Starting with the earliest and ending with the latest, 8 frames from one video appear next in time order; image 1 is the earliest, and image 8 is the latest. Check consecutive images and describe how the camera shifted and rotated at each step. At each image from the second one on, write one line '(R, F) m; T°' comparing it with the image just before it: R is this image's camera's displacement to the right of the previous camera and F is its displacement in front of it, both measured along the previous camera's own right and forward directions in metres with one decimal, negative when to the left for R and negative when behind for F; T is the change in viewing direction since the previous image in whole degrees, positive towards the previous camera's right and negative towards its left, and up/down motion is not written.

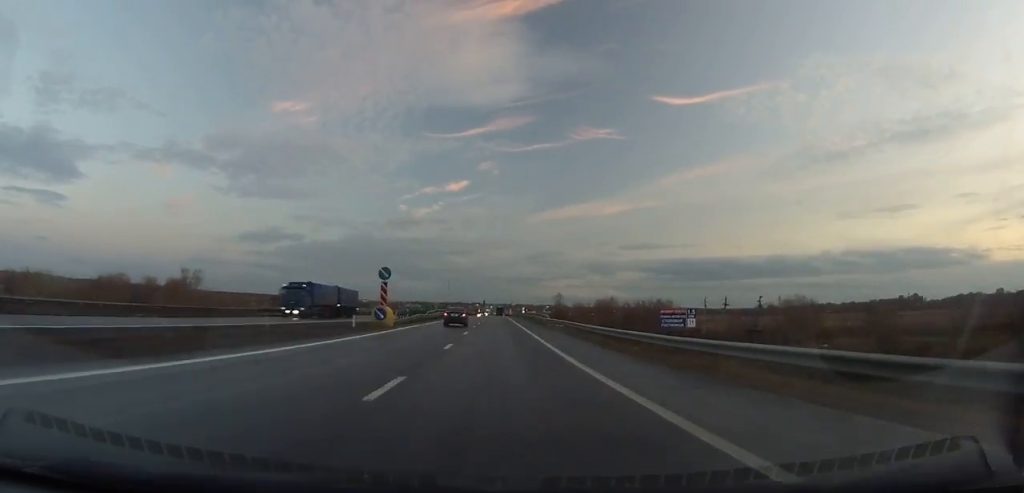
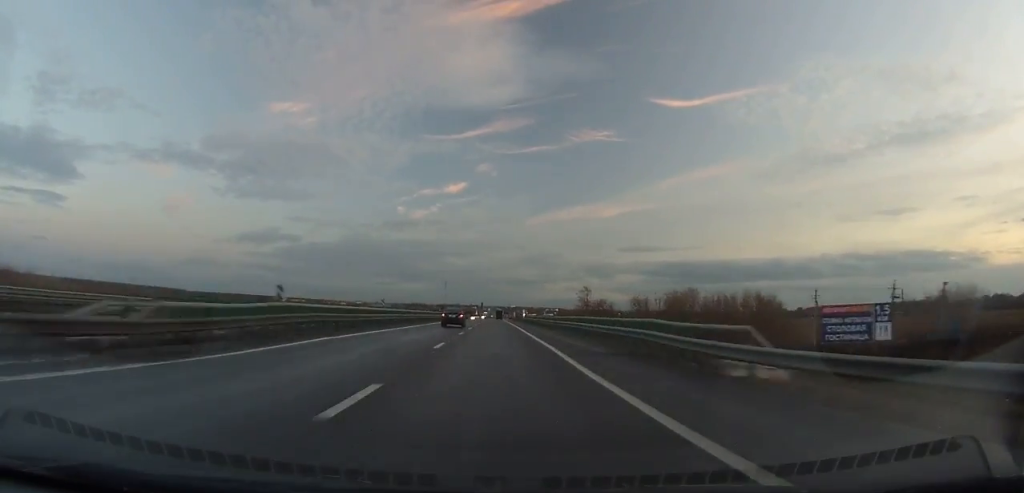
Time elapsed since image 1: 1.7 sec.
(0.0, +48.9) m; 0°
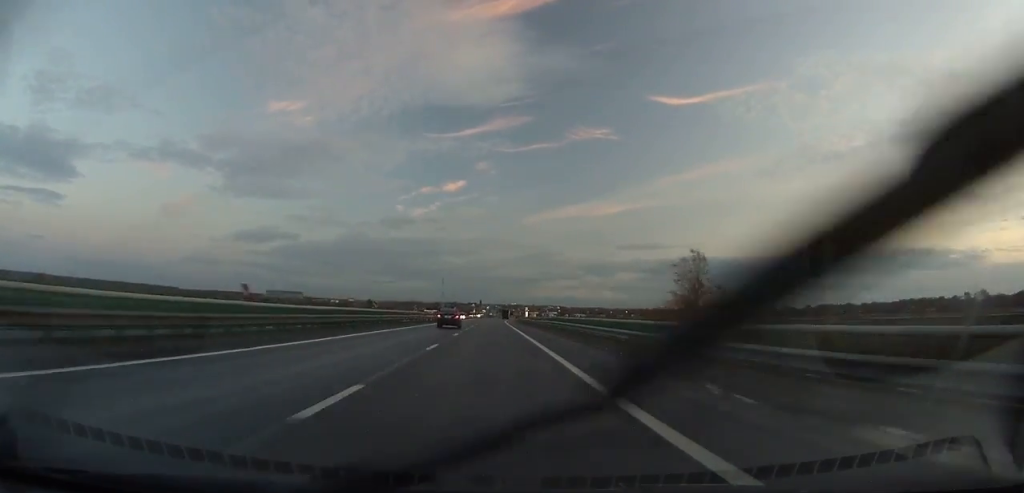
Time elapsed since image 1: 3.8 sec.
(+0.1, +60.5) m; 0°
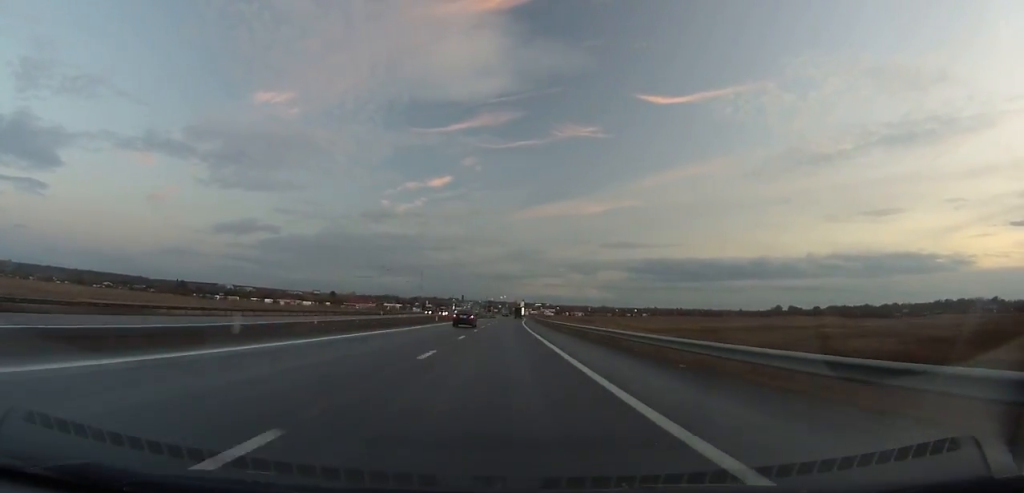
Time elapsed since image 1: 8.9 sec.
(+0.6, +148.6) m; +1°
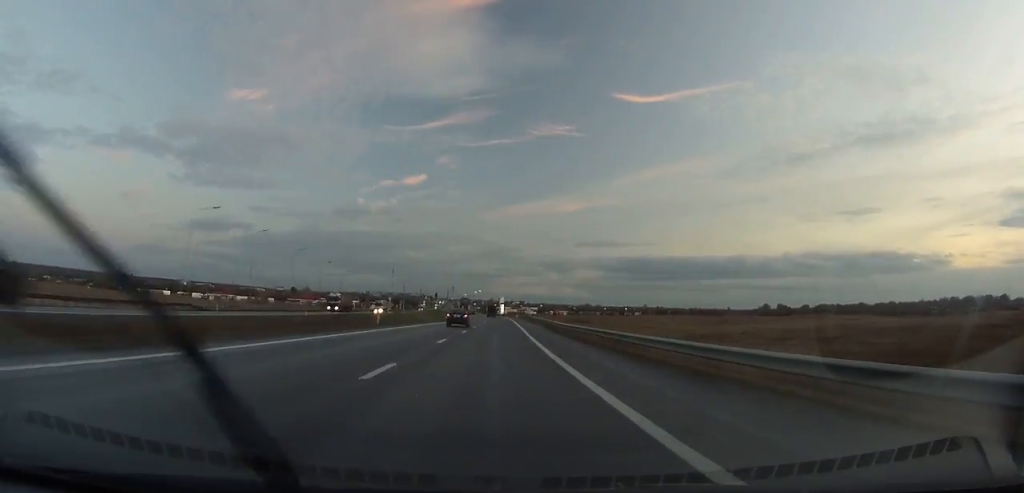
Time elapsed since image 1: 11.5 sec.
(+1.3, +77.7) m; +2°
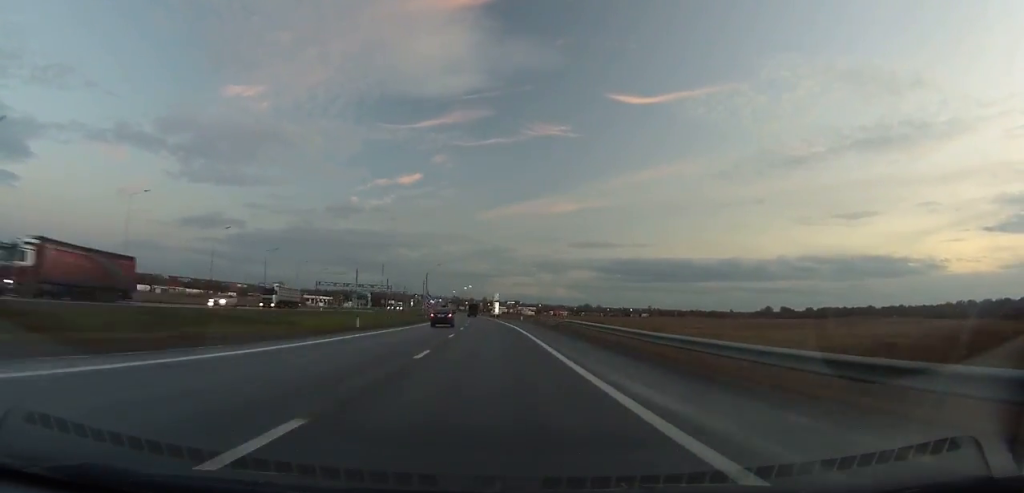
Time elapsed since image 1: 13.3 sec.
(+0.7, +54.8) m; 0°
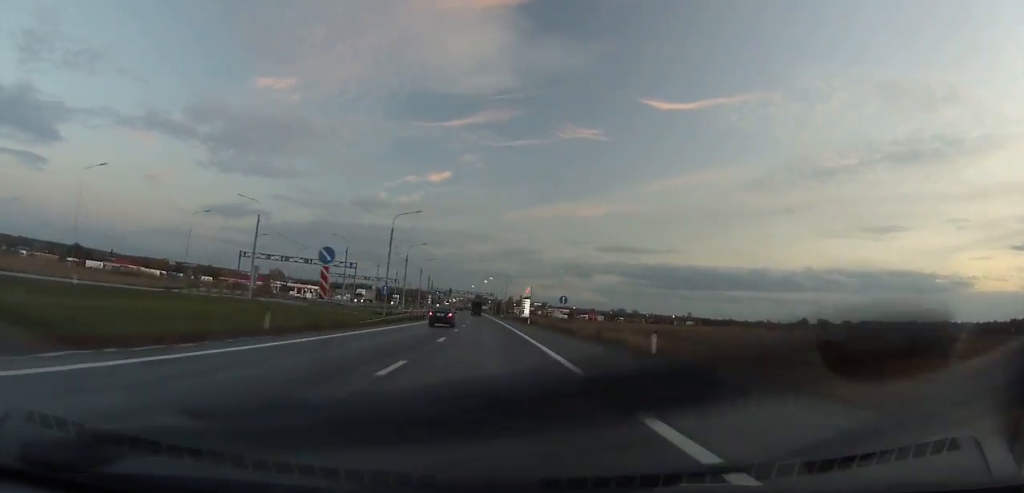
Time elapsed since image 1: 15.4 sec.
(+1.2, +64.6) m; 0°
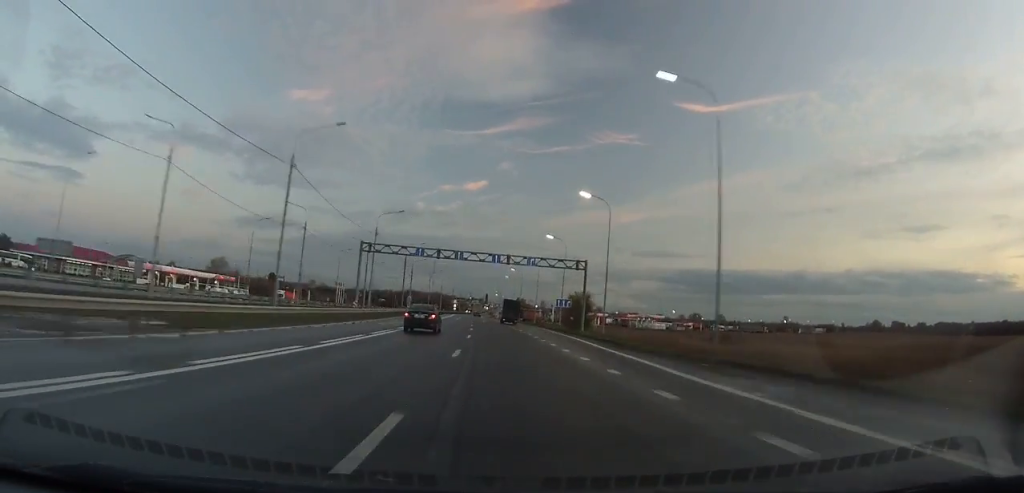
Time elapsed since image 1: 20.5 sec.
(-7.5, +158.2) m; -5°
